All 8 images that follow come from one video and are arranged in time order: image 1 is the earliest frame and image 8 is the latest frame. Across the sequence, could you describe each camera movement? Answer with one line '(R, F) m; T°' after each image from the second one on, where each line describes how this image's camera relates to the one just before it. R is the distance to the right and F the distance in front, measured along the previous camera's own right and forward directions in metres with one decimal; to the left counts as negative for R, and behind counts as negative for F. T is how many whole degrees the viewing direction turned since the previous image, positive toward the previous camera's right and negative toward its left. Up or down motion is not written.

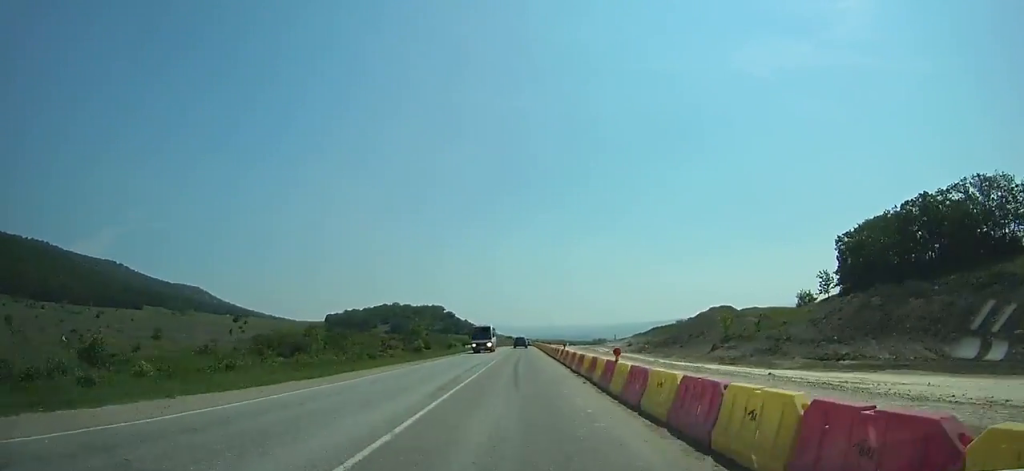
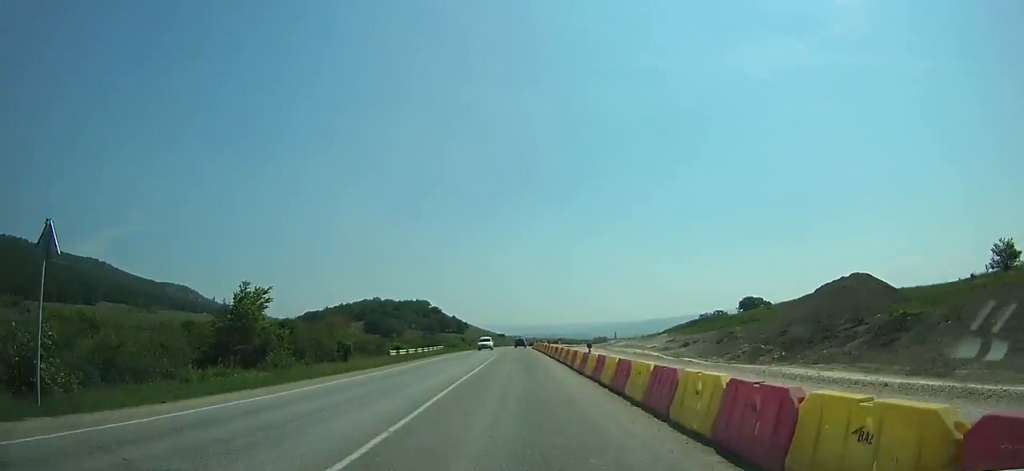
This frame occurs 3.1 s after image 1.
(-0.2, +54.7) m; 0°
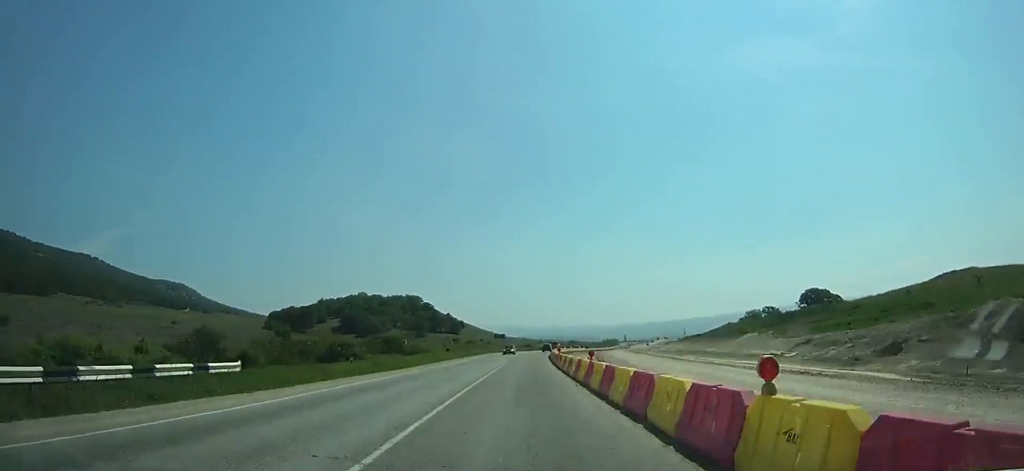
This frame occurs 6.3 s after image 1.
(-0.1, +54.1) m; 0°
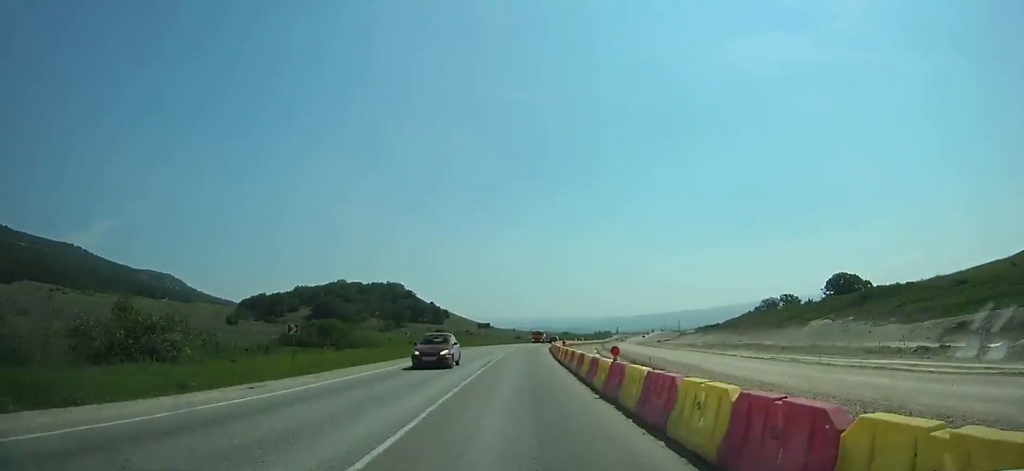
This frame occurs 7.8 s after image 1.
(0.0, +24.8) m; 0°
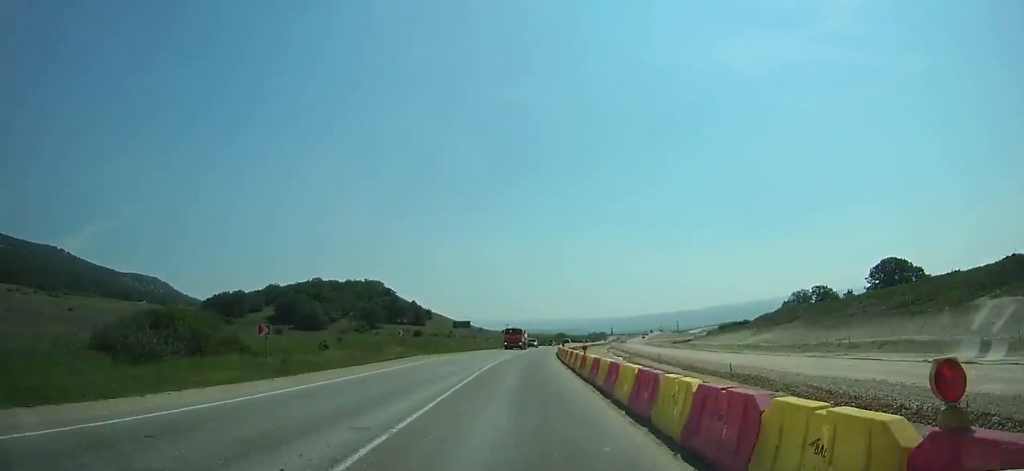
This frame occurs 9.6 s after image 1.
(+0.2, +30.6) m; +1°
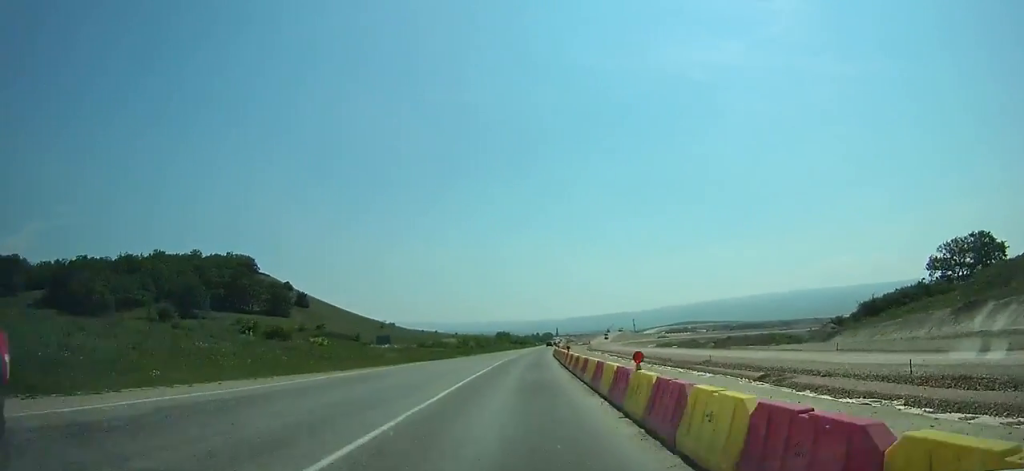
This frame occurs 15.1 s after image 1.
(+4.2, +91.9) m; +5°
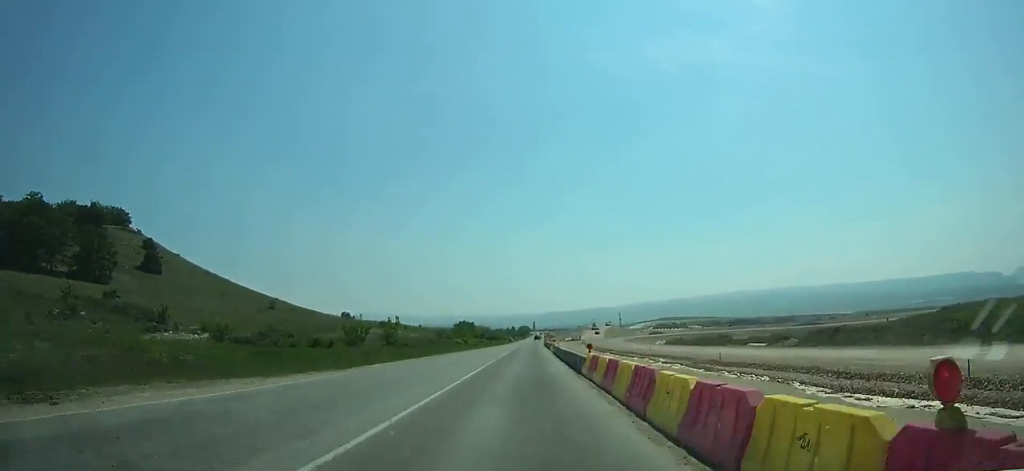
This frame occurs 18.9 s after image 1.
(+1.7, +60.5) m; +3°
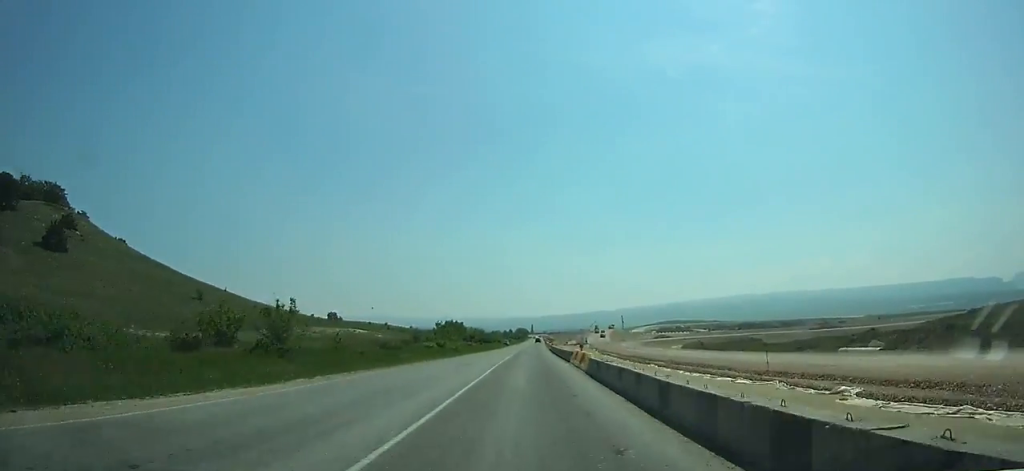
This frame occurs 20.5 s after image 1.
(+0.2, +24.9) m; +1°
